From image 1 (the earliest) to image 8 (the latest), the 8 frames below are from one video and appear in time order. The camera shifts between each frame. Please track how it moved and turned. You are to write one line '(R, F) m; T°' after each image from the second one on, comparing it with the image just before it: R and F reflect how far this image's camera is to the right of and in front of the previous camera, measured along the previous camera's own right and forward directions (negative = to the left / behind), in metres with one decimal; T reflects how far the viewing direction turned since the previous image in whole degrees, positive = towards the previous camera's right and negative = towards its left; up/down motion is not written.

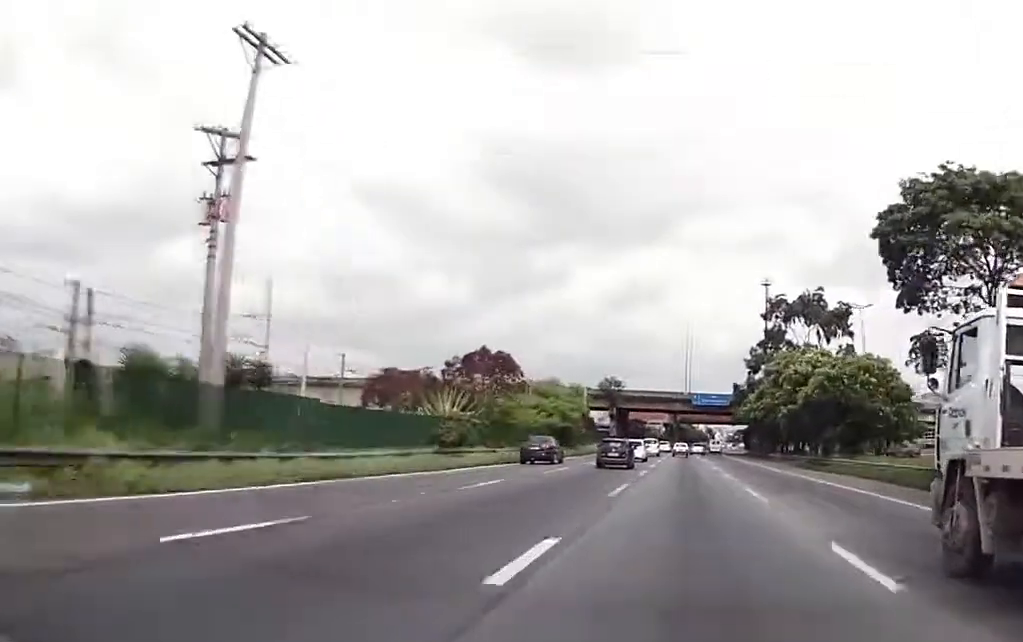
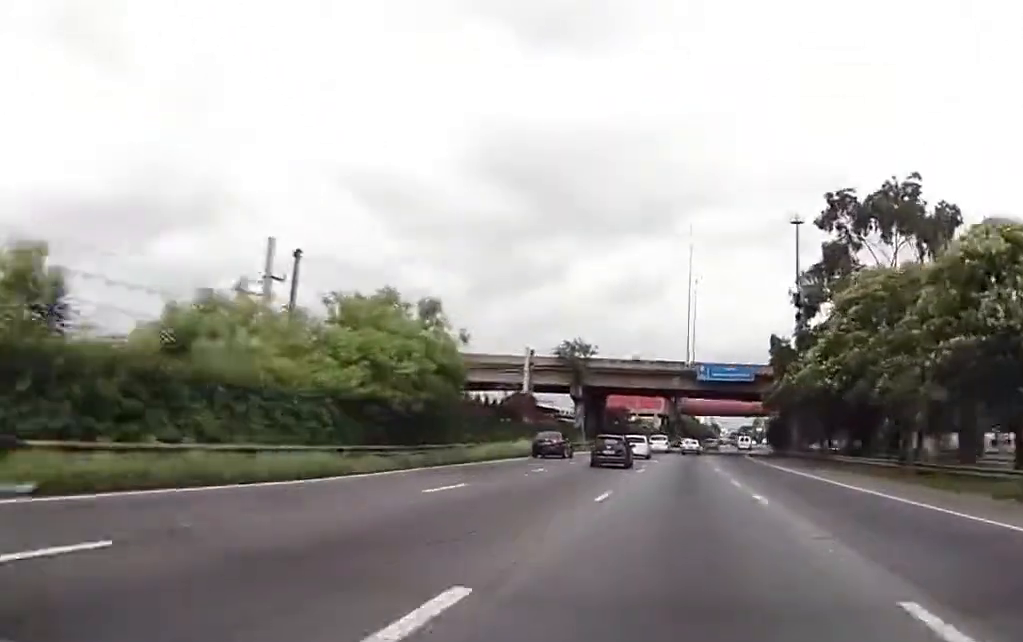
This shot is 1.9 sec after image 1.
(-0.1, +43.0) m; 0°
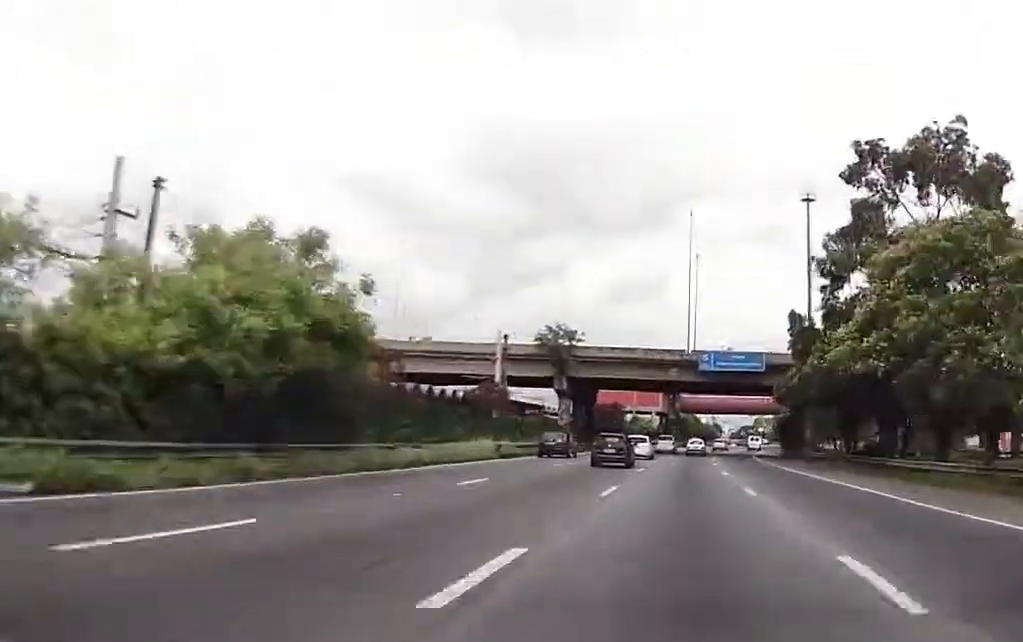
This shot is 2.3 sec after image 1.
(0.0, +10.0) m; 0°
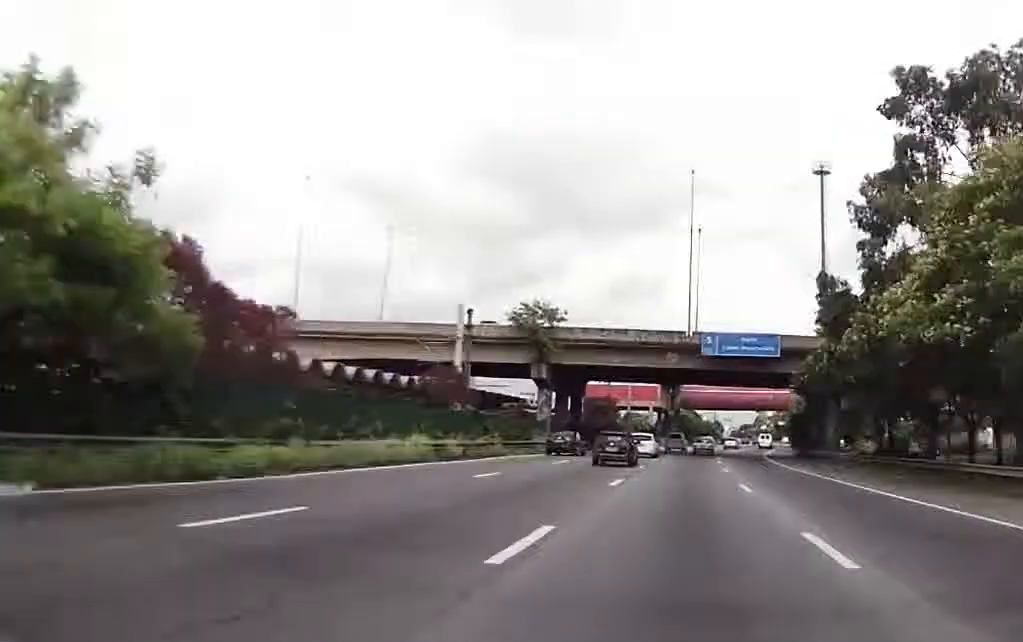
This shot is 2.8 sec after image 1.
(-0.1, +10.7) m; 0°
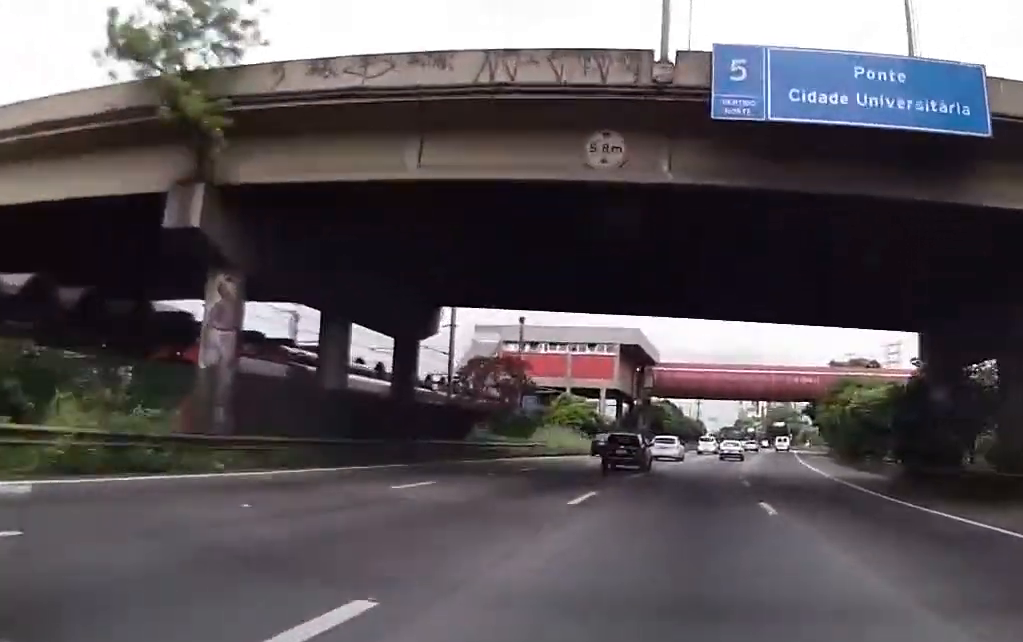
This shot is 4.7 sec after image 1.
(+0.2, +44.6) m; +2°
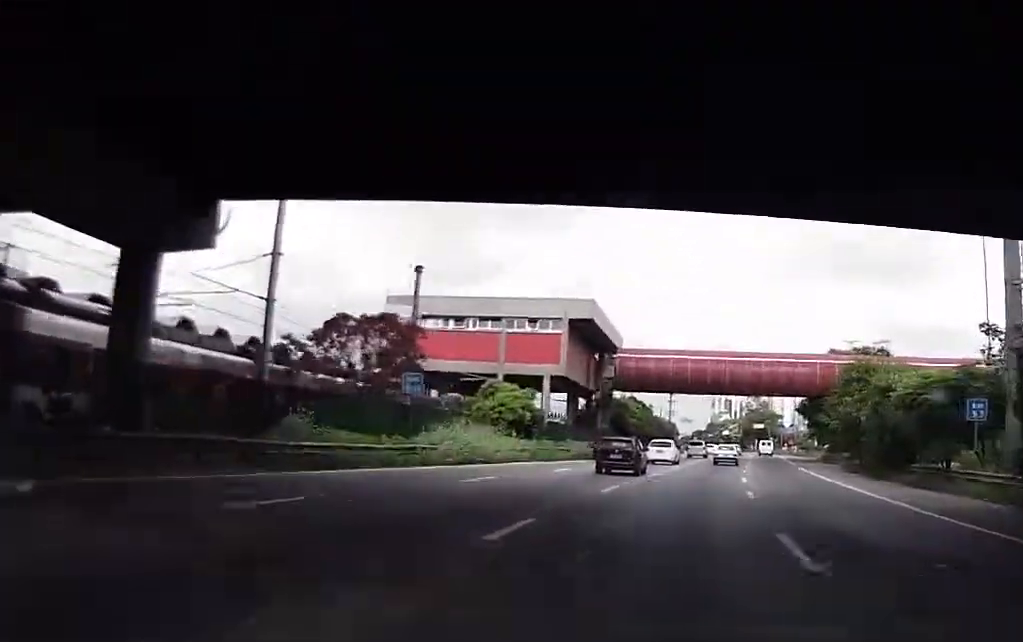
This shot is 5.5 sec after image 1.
(+0.3, +17.0) m; +1°
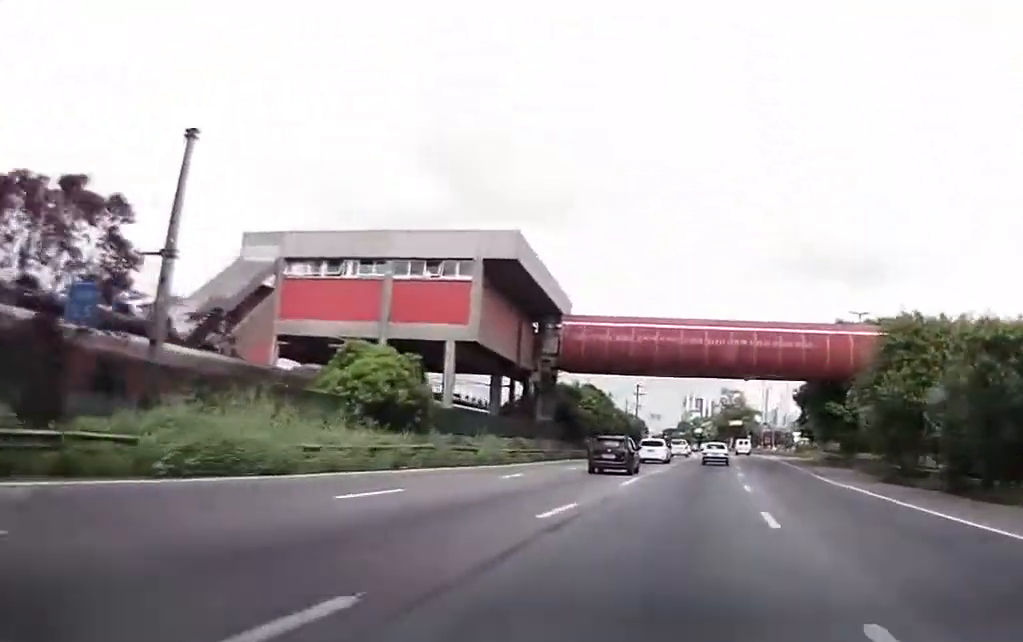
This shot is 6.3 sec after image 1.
(+0.3, +17.4) m; +1°
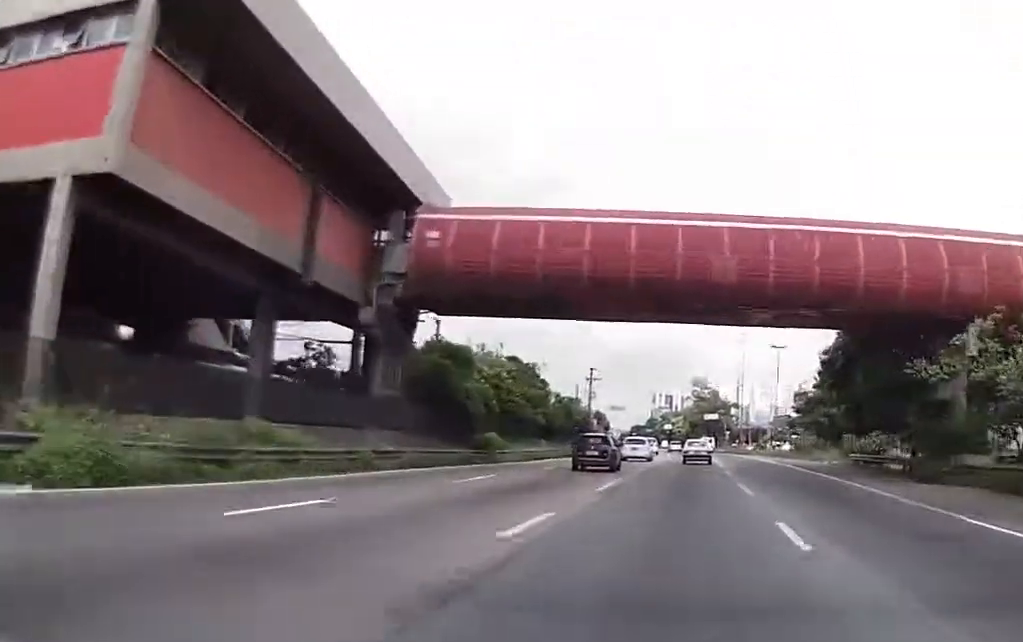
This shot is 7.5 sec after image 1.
(0.0, +24.5) m; +1°
